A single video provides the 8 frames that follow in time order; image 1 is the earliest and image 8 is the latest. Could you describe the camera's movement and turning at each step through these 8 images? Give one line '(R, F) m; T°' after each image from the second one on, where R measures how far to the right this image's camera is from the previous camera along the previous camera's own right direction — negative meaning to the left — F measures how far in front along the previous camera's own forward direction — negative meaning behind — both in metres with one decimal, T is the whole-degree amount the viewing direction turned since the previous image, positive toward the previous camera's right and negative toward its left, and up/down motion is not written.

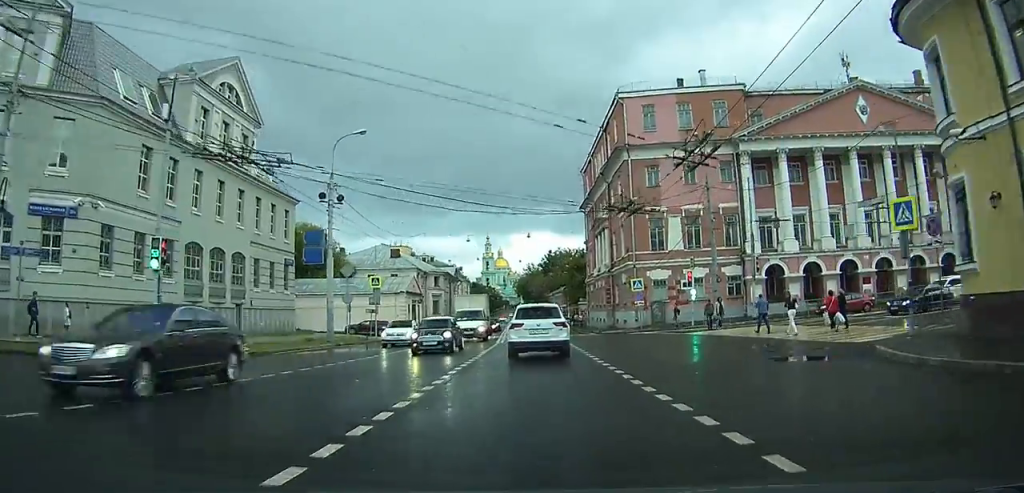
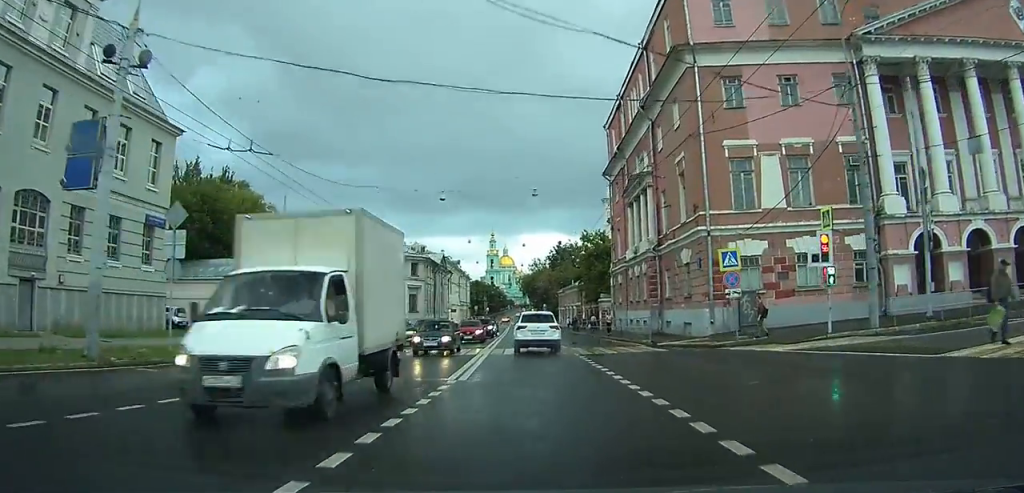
(+0.4, +20.9) m; +1°
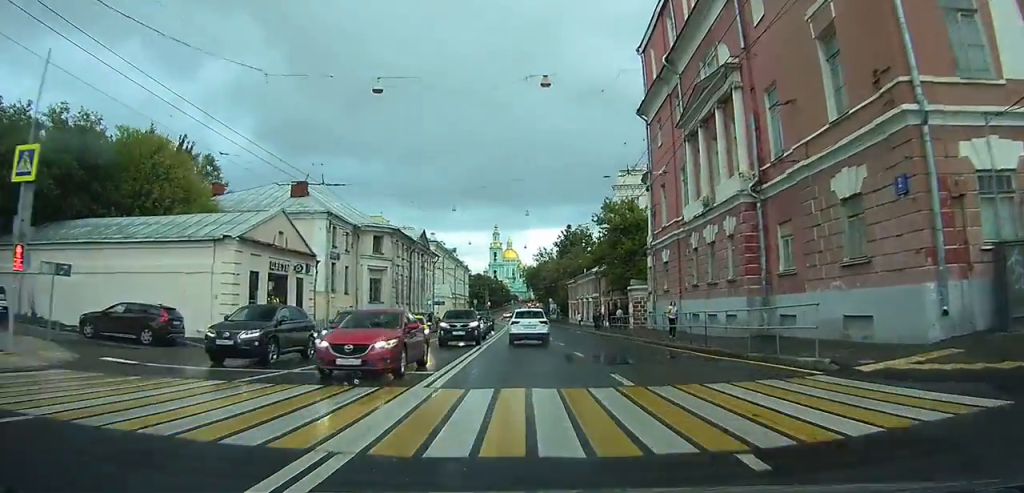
(-0.2, +18.3) m; -1°
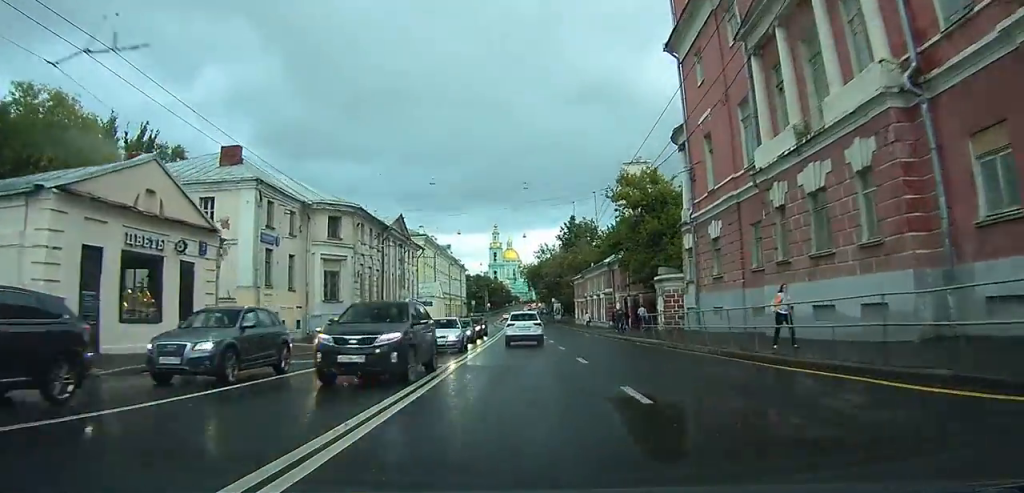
(0.0, +11.2) m; -1°
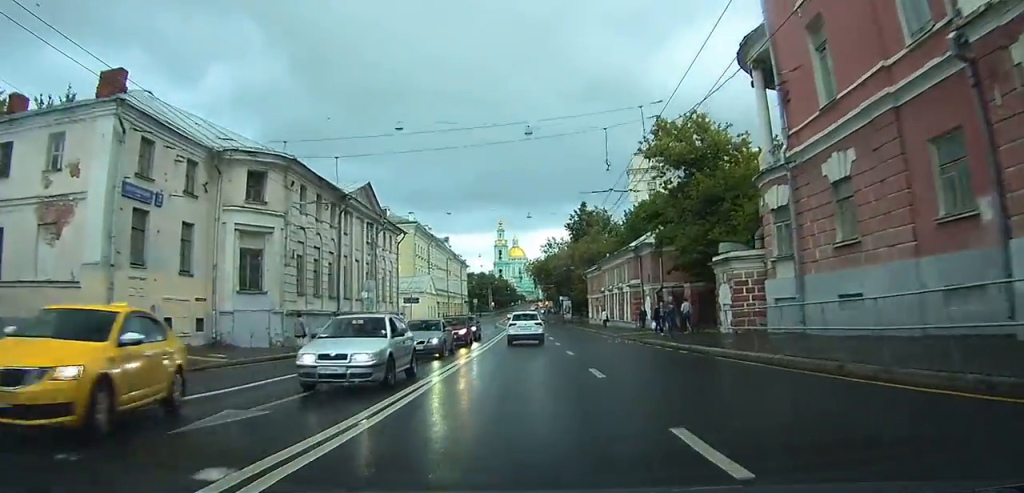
(0.0, +12.3) m; -1°
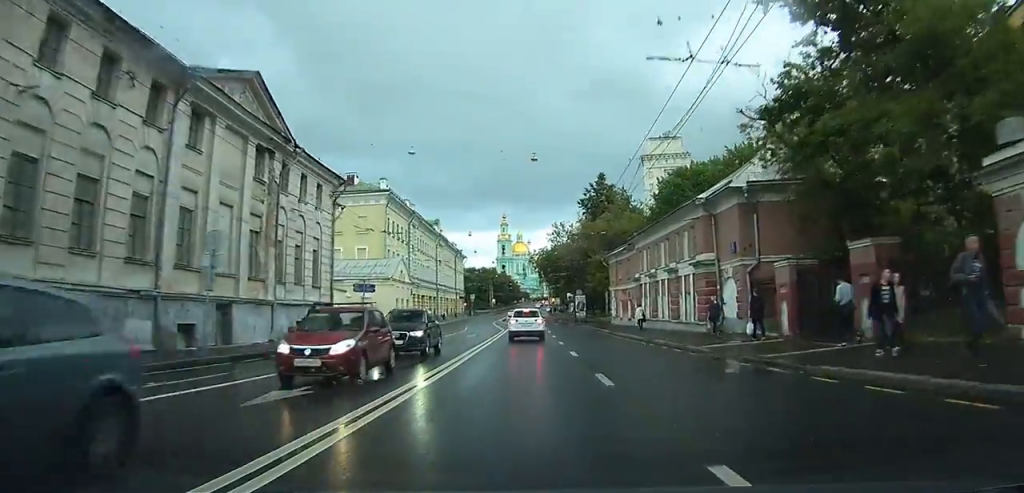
(-0.2, +18.4) m; -1°
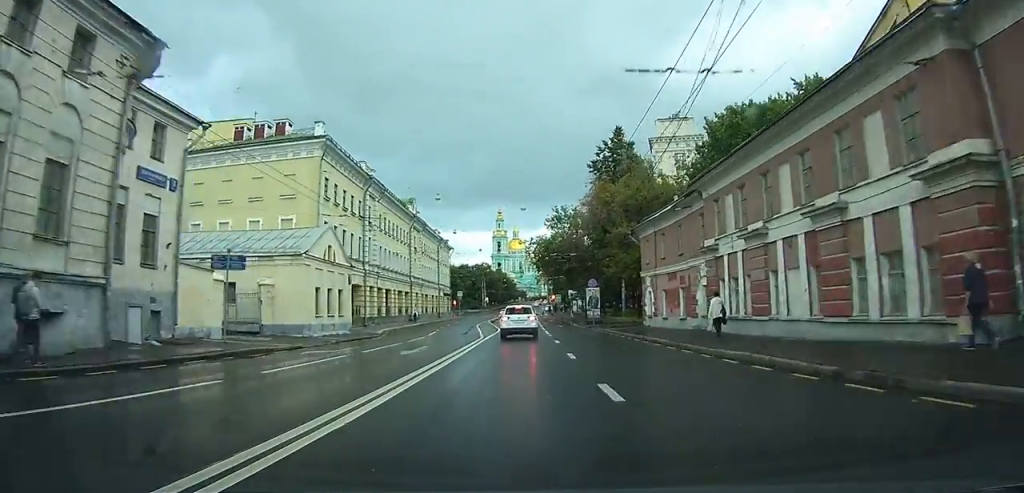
(0.0, +18.9) m; 0°
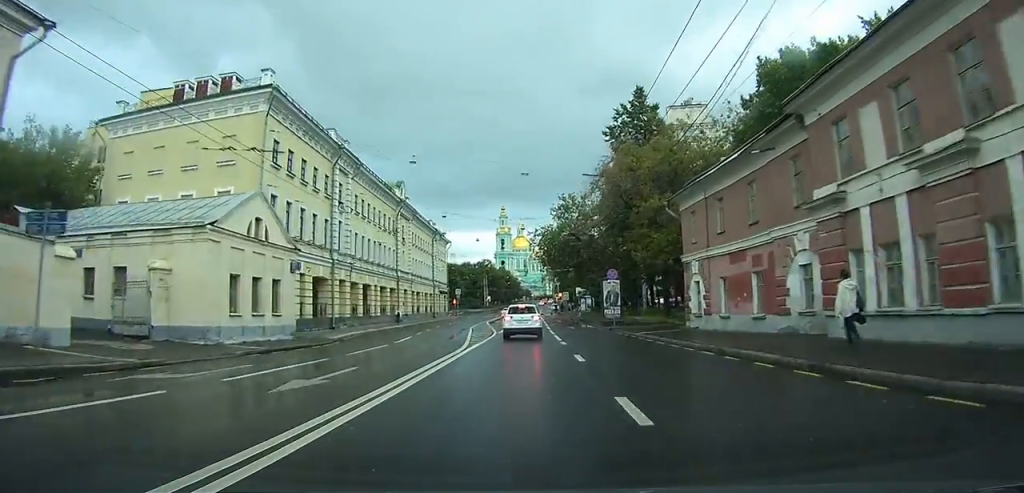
(+0.1, +10.3) m; 0°
